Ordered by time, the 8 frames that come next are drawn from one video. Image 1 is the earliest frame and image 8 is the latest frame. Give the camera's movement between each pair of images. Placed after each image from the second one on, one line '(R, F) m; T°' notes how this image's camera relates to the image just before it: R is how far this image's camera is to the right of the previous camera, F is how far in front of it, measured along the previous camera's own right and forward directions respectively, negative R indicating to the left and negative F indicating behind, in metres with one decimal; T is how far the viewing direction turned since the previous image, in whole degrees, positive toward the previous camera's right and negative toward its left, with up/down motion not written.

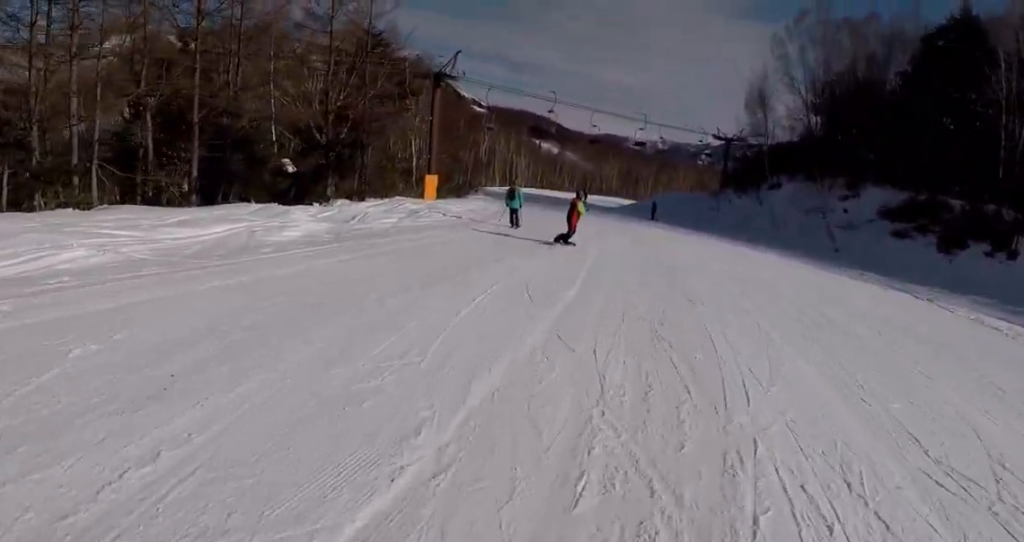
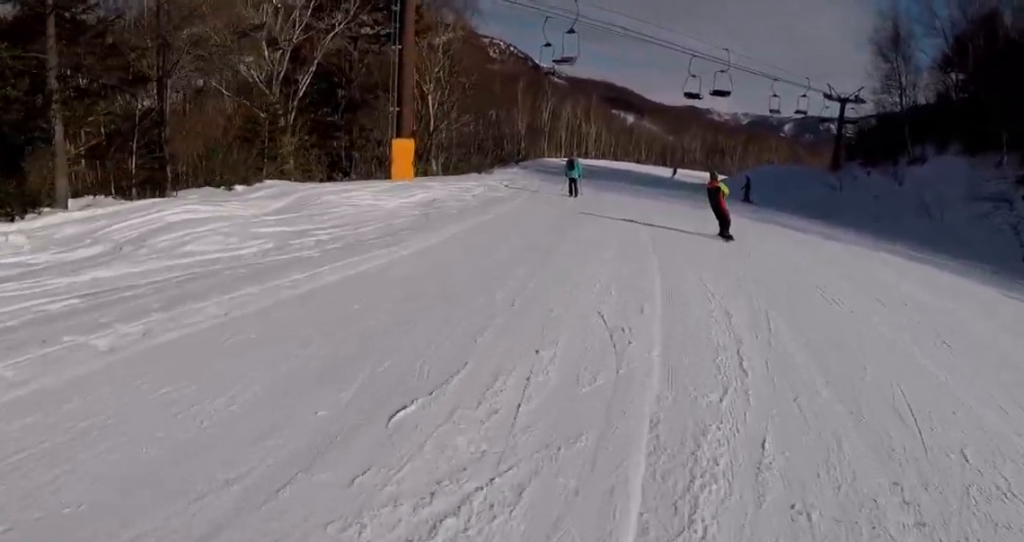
(-0.9, +14.7) m; -6°
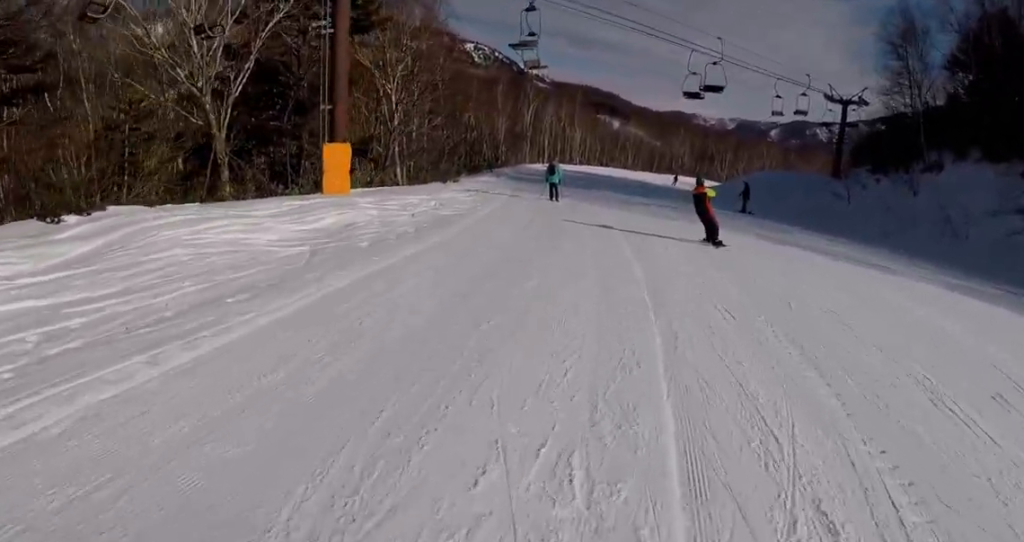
(-0.4, +4.5) m; 0°
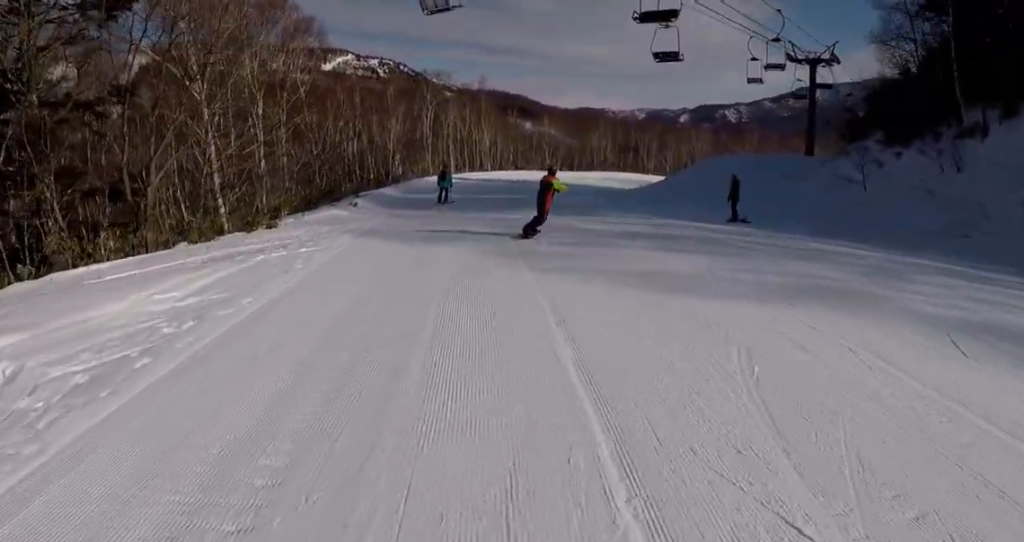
(+0.4, +13.1) m; 0°
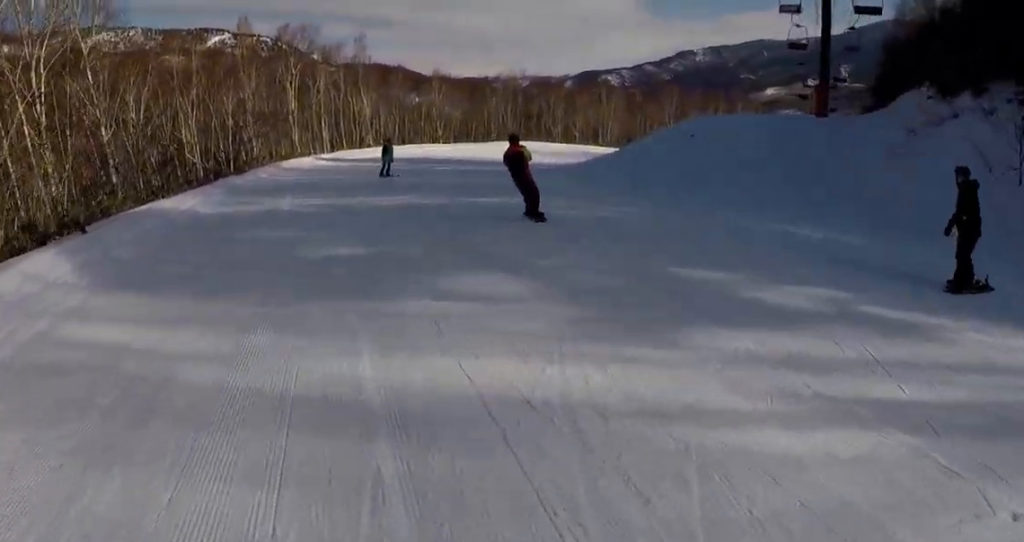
(+0.3, +15.4) m; 0°
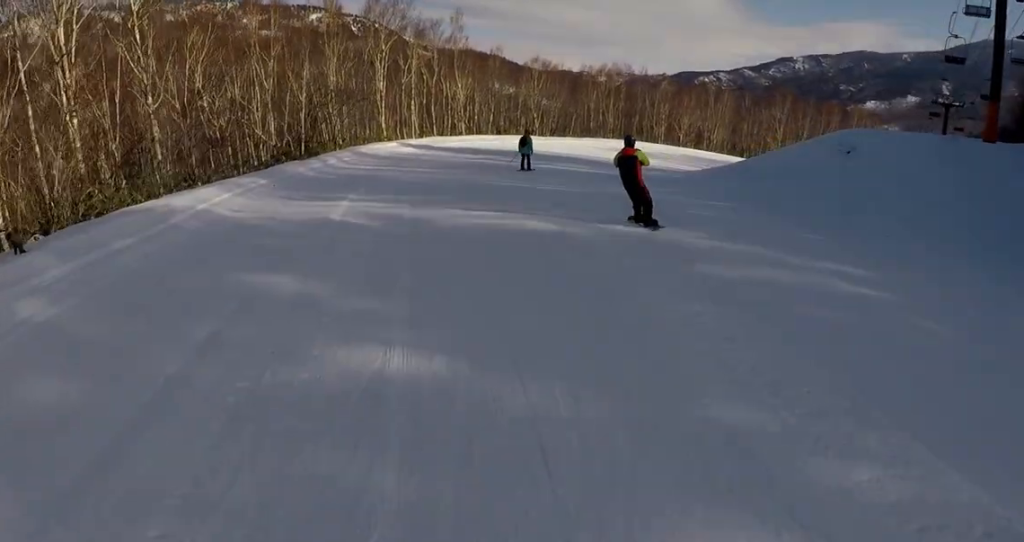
(-0.4, +5.2) m; 0°
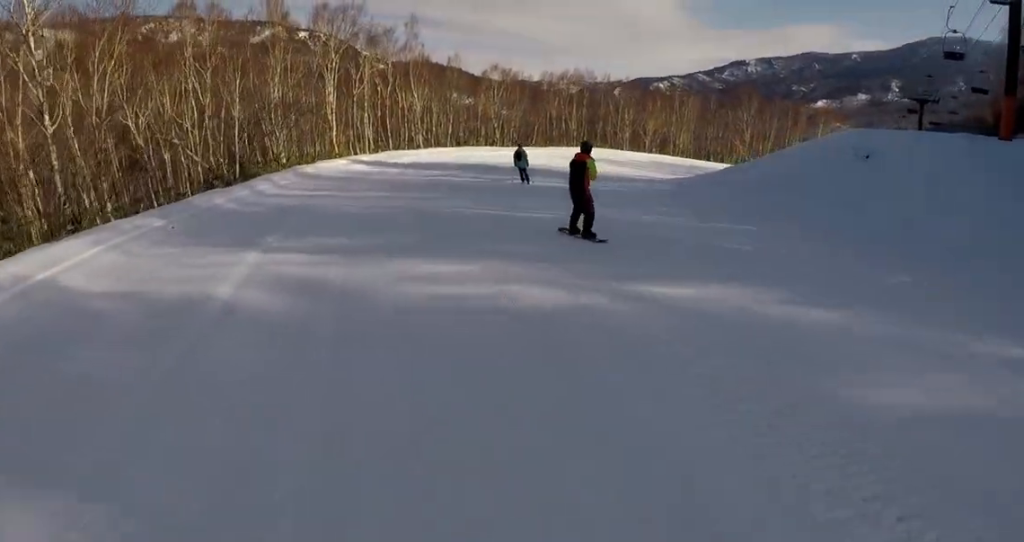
(-0.3, +4.4) m; +1°
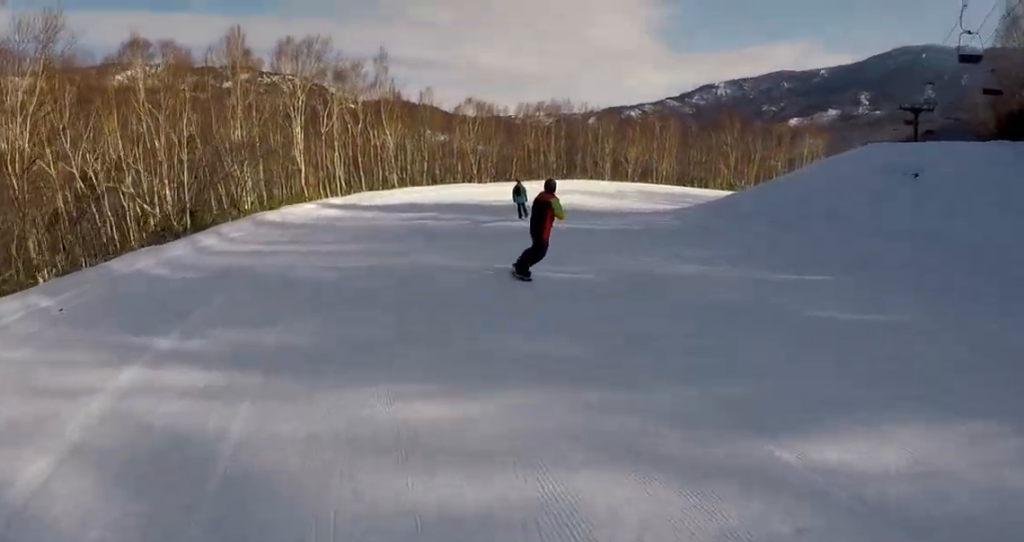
(+0.3, +3.9) m; +2°
